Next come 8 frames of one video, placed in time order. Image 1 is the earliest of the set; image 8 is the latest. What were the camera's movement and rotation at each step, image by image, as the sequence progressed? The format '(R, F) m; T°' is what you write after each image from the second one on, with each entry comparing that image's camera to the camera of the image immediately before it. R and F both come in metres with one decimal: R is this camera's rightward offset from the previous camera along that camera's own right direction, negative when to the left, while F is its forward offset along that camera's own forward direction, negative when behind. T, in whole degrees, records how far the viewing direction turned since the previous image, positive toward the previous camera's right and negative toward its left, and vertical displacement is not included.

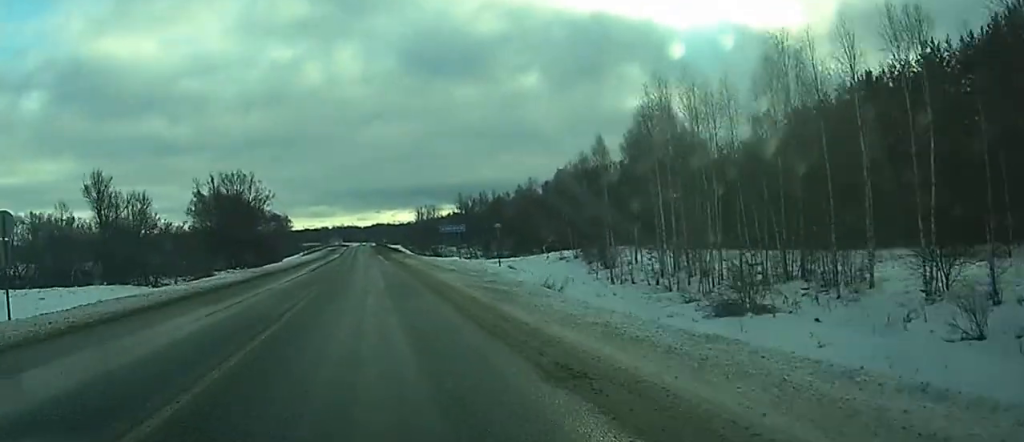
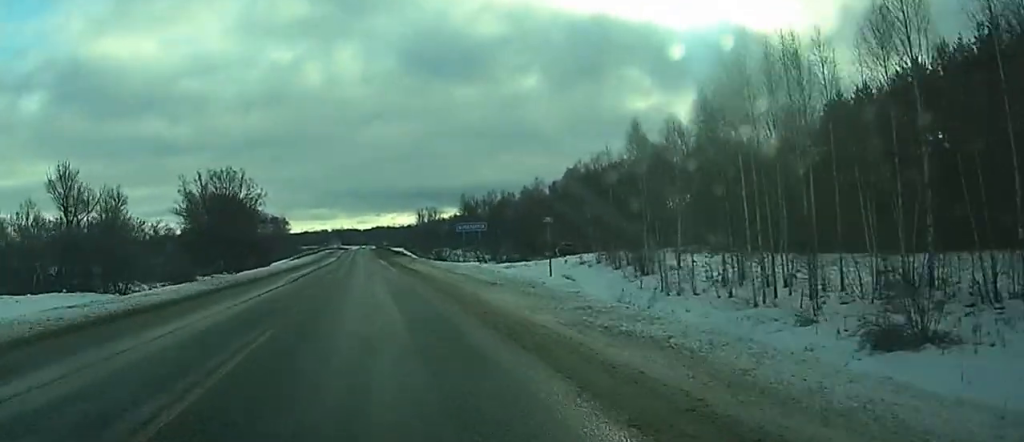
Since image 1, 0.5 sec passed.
(0.0, +13.0) m; 0°
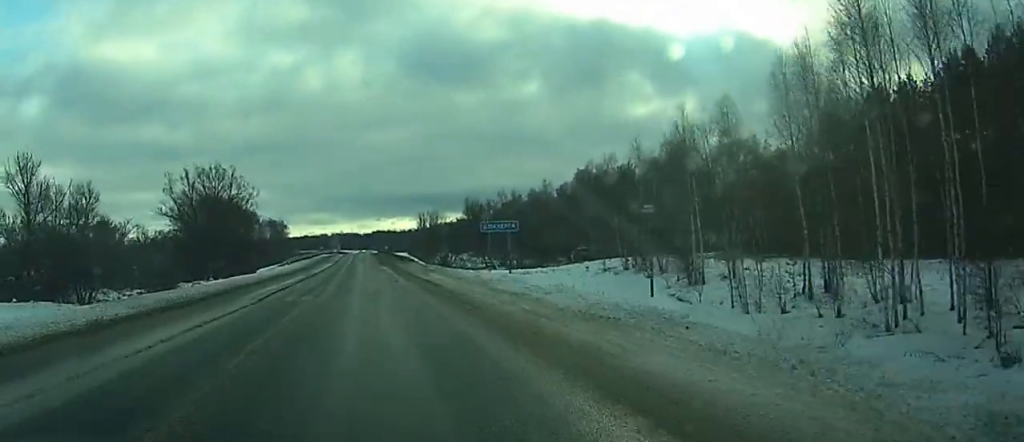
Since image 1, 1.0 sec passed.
(0.0, +12.1) m; 0°
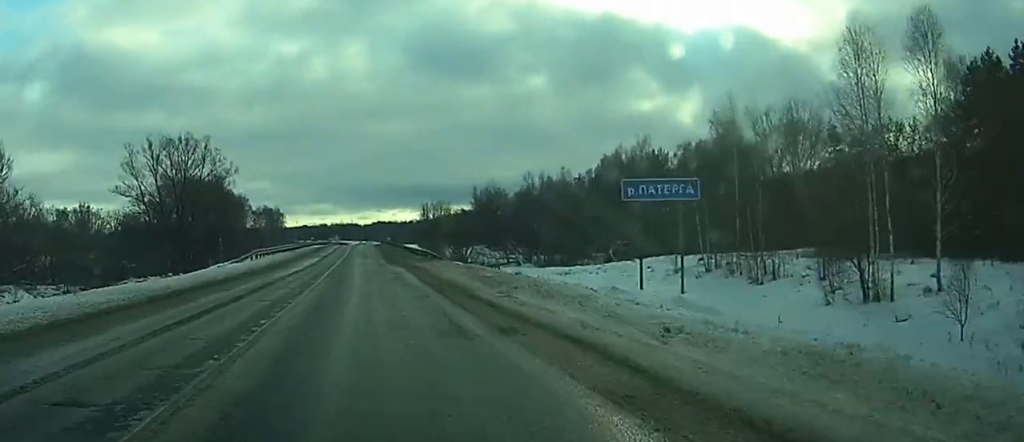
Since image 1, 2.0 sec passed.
(-0.1, +26.1) m; 0°
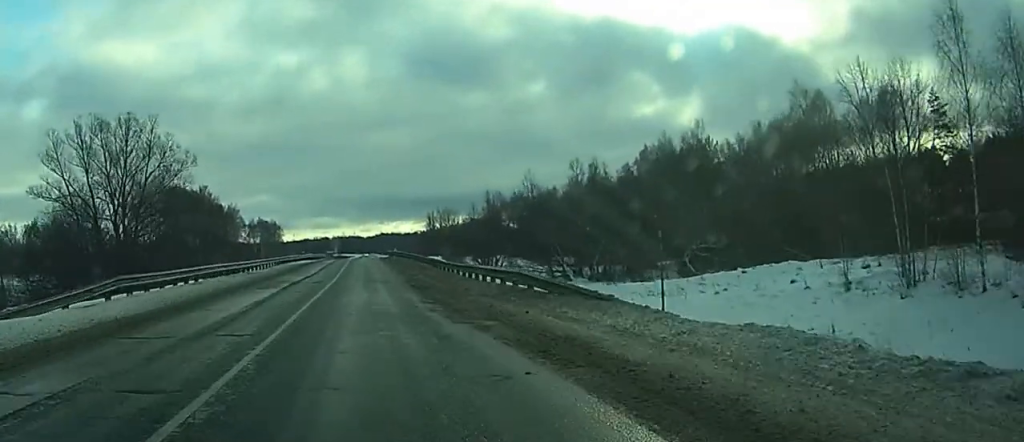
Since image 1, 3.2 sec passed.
(-0.1, +31.2) m; 0°
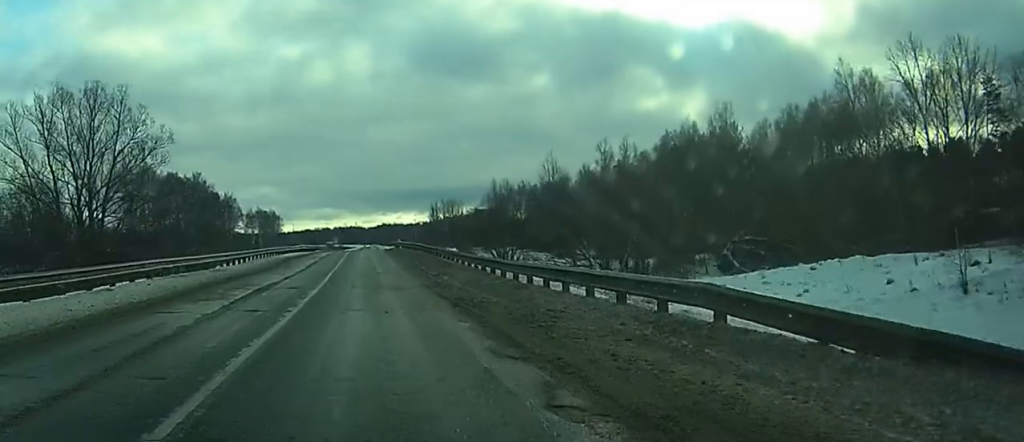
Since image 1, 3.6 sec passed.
(0.0, +12.1) m; 0°
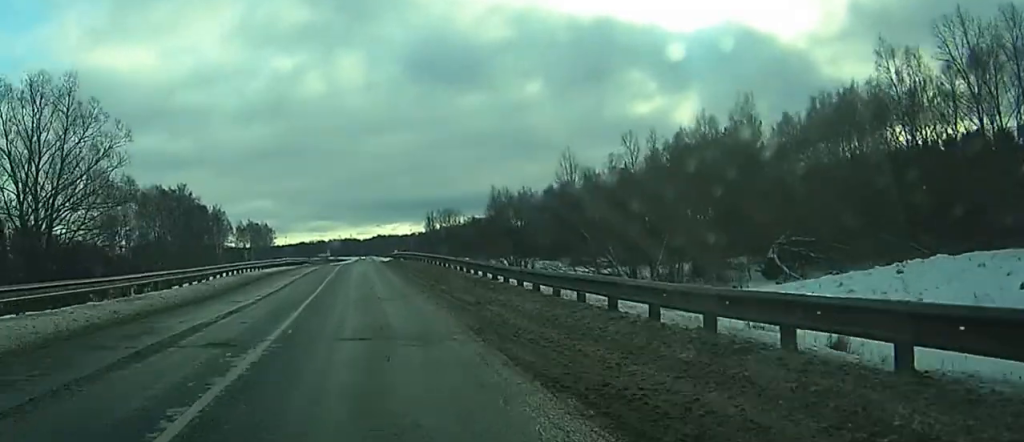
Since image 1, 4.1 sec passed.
(0.0, +12.1) m; 0°
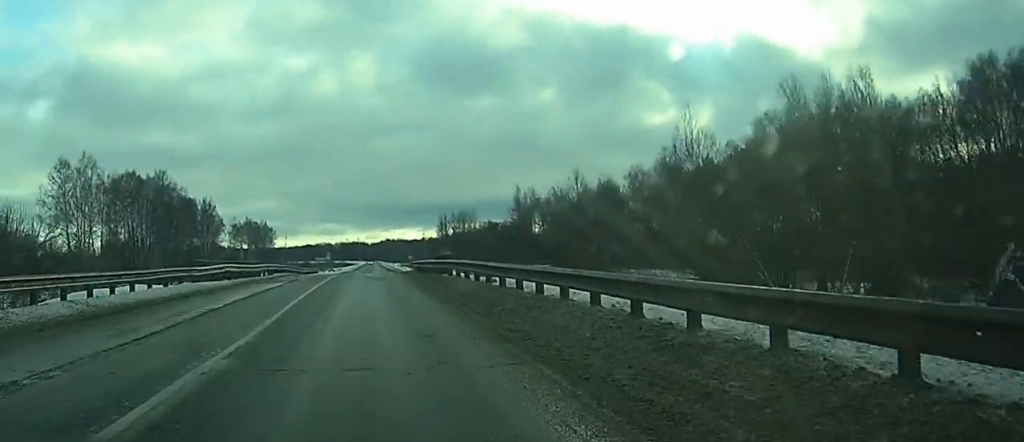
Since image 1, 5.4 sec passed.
(0.0, +32.6) m; 0°
